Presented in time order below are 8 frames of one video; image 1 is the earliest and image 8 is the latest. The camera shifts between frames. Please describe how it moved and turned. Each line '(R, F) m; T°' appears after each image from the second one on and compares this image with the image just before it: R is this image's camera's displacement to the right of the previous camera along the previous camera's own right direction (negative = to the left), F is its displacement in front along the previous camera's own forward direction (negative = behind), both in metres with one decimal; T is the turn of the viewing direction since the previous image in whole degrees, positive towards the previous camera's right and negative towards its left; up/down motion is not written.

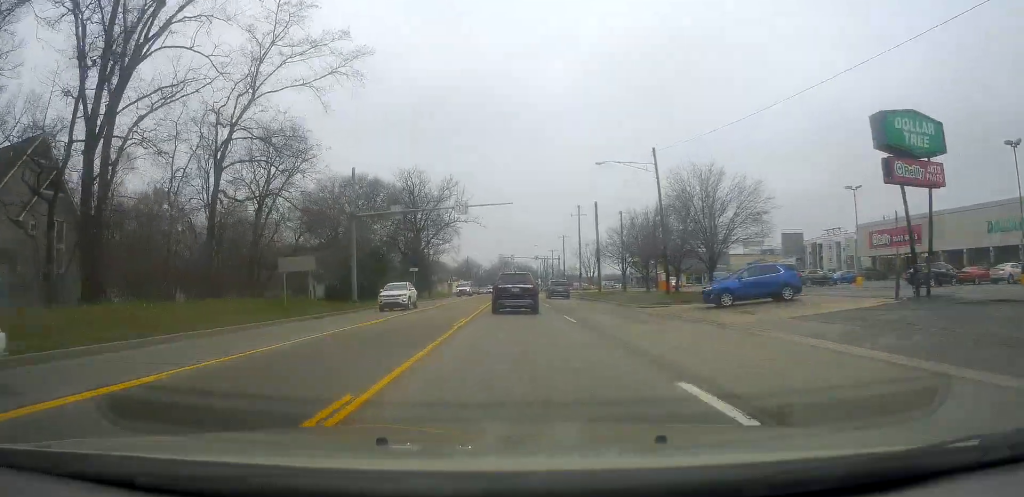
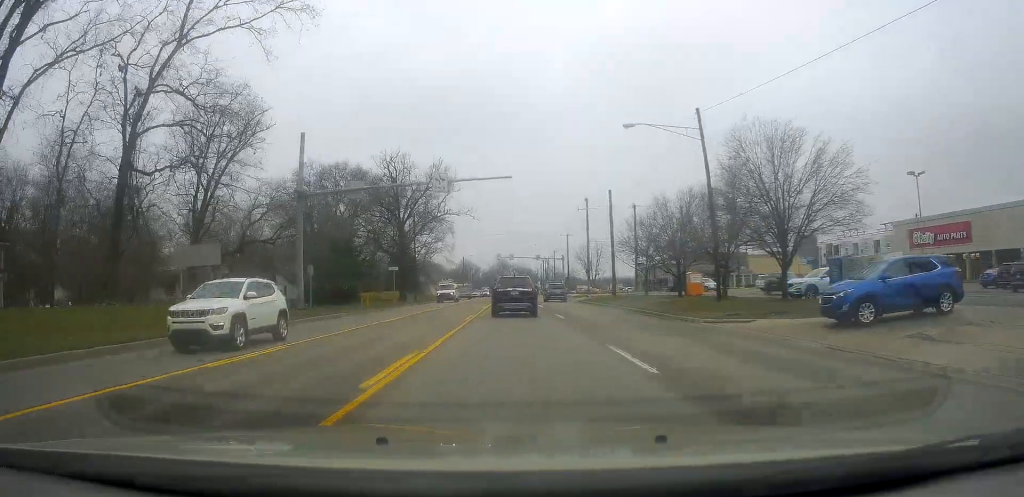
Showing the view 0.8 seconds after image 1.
(0.0, +10.5) m; +2°
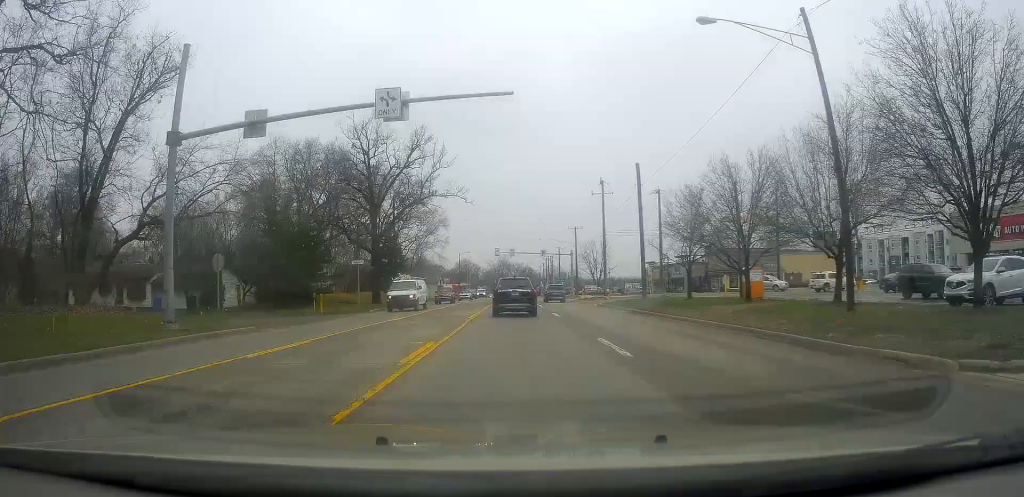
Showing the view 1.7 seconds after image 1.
(+0.4, +12.7) m; +2°
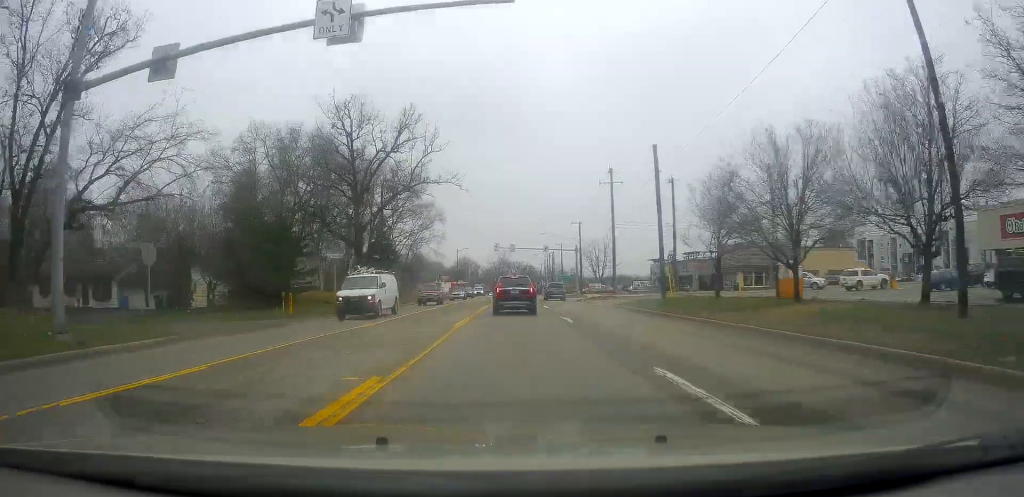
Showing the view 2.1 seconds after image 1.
(0.0, +5.4) m; 0°
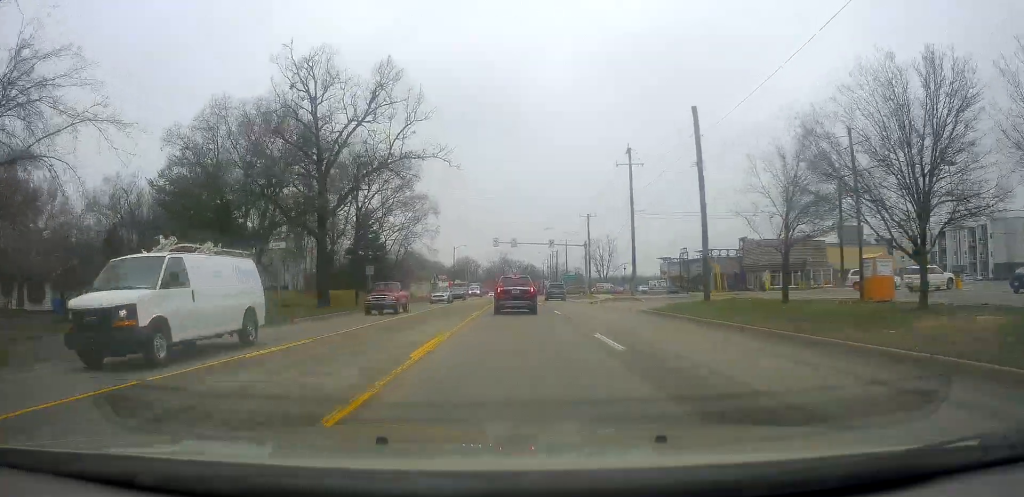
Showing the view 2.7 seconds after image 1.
(0.0, +8.6) m; 0°
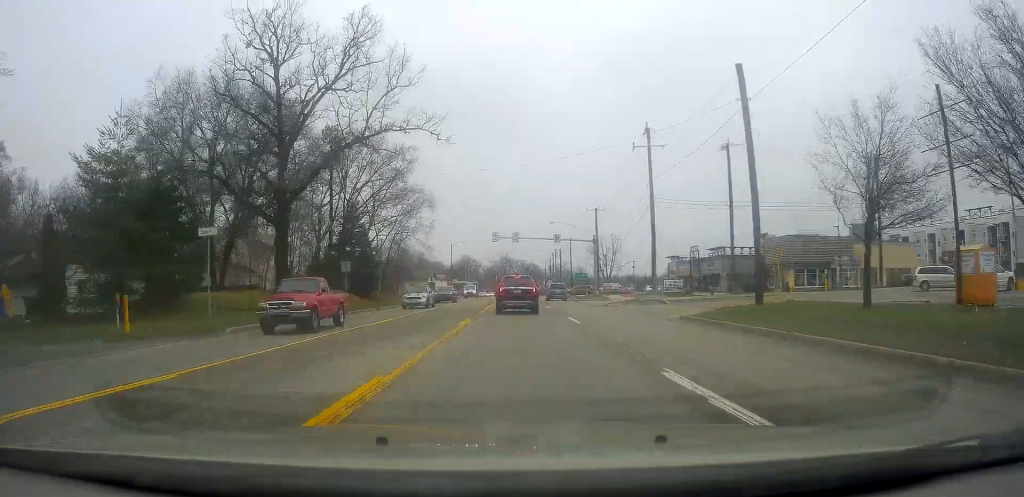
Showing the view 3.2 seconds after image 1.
(0.0, +6.6) m; -1°
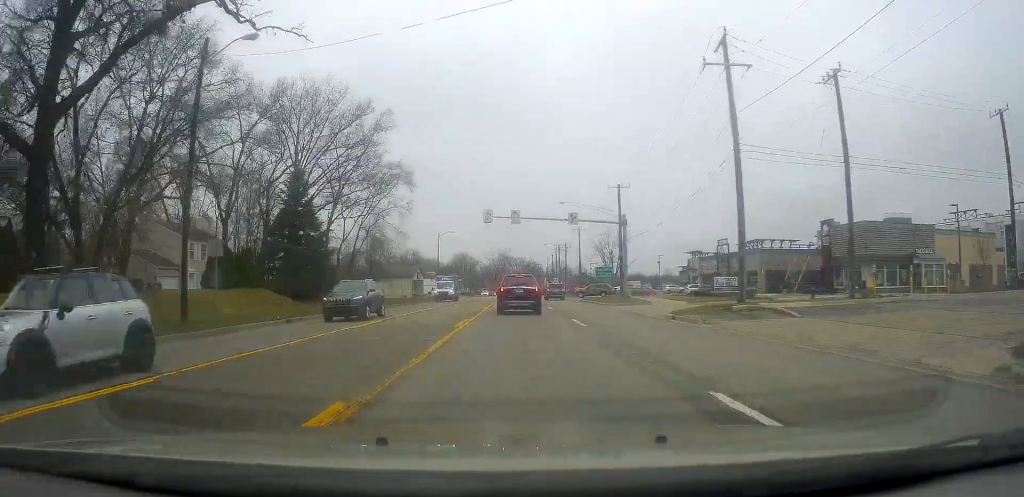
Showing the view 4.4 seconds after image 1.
(-0.4, +17.2) m; -3°
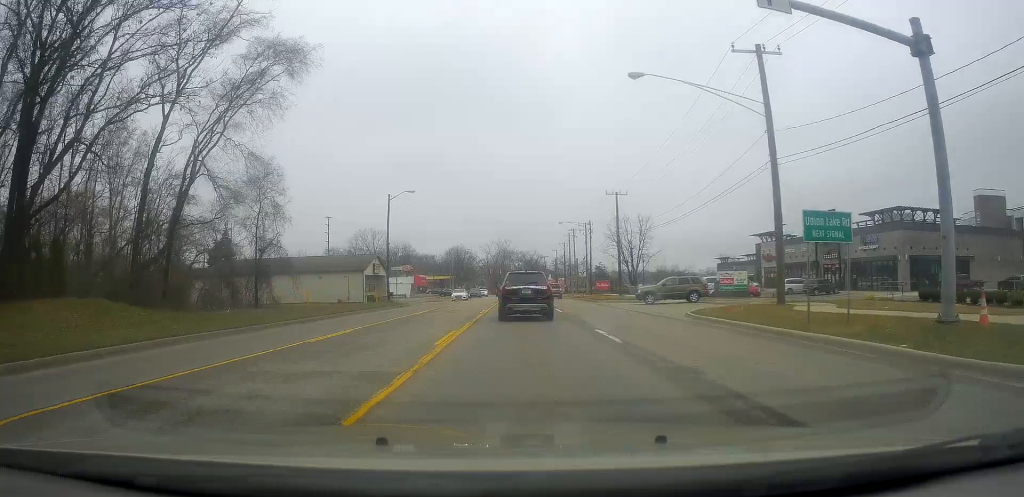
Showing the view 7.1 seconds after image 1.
(-0.3, +37.5) m; +1°
